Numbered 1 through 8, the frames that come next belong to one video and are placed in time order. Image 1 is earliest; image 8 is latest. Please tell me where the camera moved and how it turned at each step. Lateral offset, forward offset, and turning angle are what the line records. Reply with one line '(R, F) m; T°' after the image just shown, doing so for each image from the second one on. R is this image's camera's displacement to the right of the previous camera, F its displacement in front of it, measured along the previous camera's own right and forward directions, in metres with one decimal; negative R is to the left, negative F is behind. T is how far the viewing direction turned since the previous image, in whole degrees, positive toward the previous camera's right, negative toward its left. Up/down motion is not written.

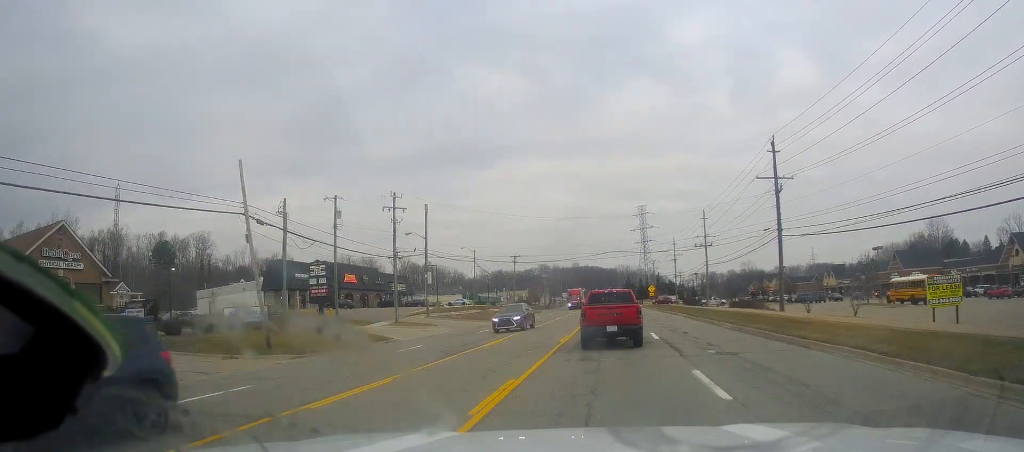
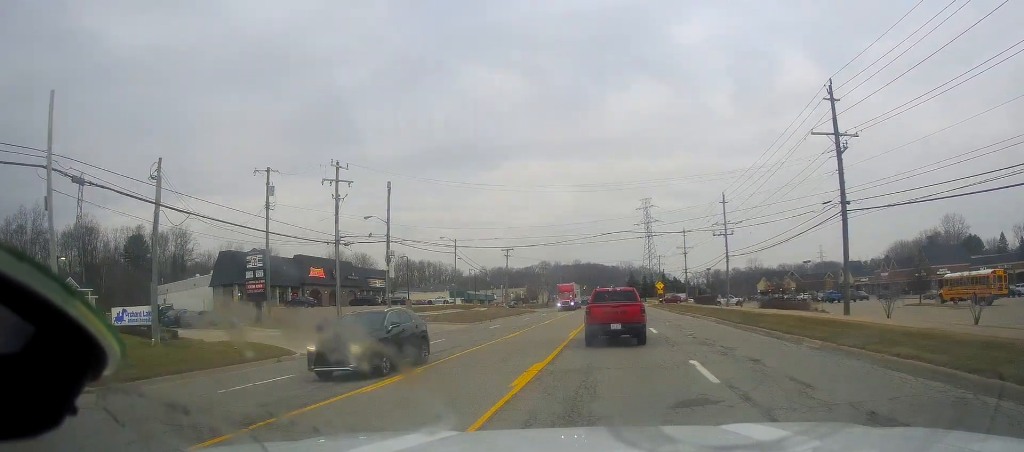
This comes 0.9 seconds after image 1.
(+0.3, +12.5) m; -1°
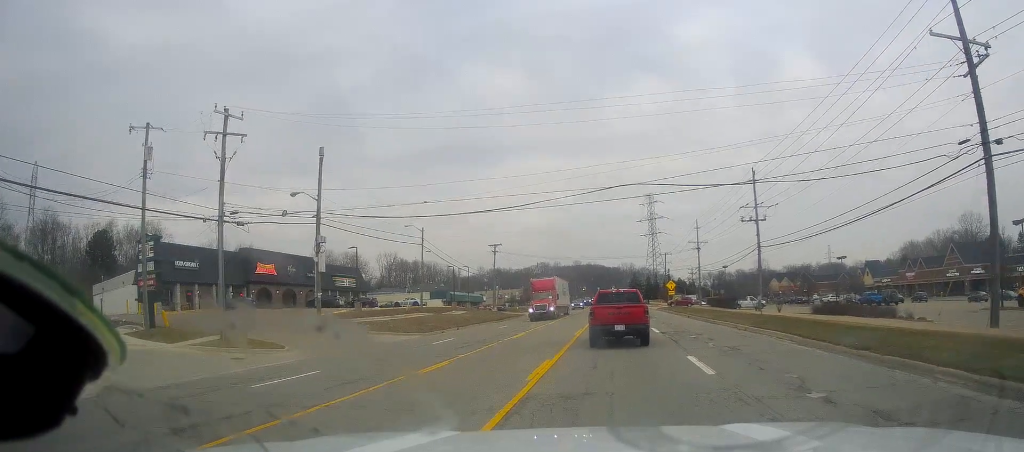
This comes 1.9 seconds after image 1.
(-0.5, +14.2) m; 0°
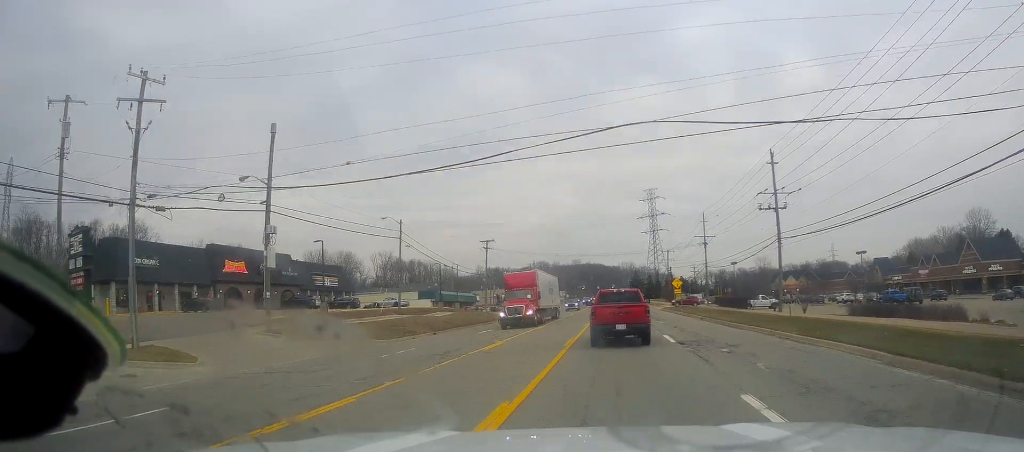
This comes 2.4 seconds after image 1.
(+0.1, +6.7) m; 0°
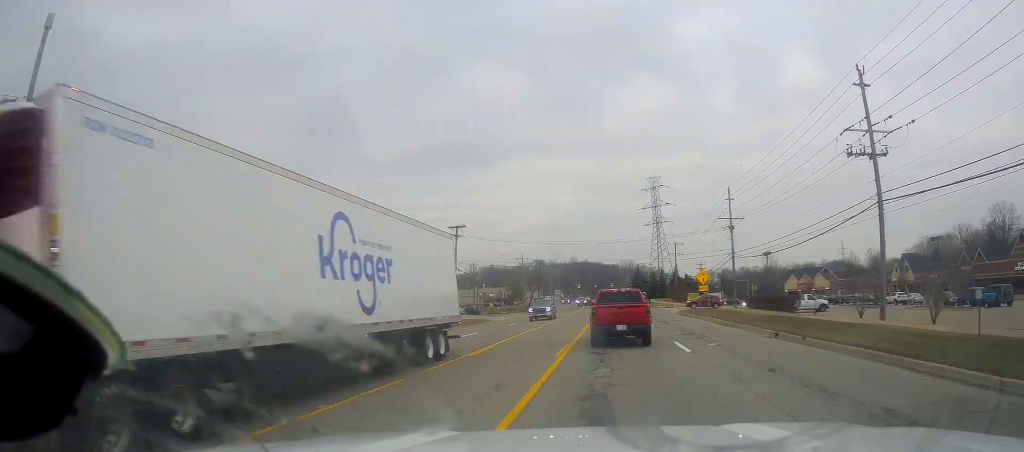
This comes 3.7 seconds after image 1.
(+0.4, +19.0) m; +1°
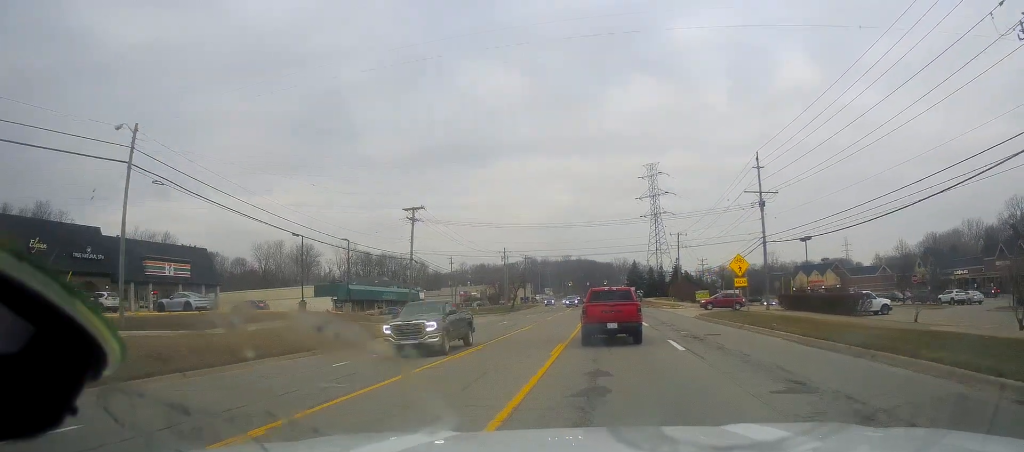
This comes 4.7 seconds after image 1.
(+0.1, +15.8) m; -1°
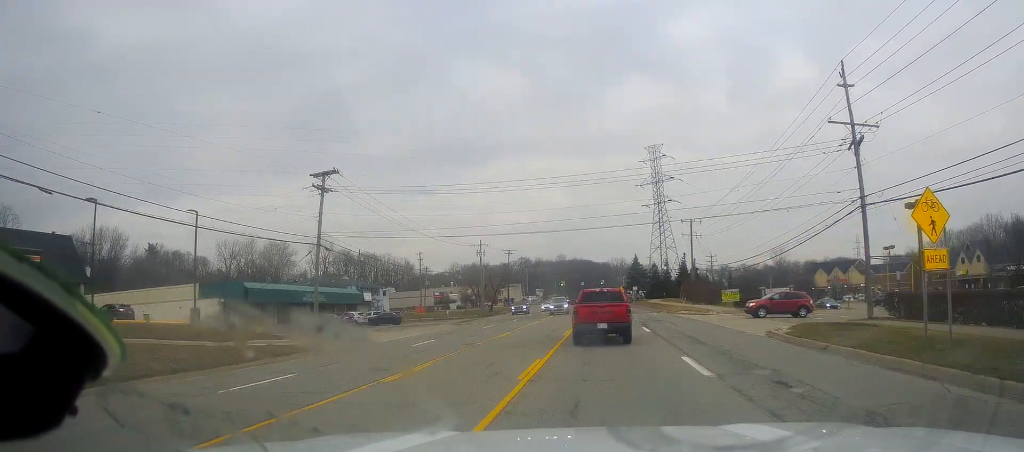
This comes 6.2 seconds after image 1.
(-0.7, +21.1) m; 0°
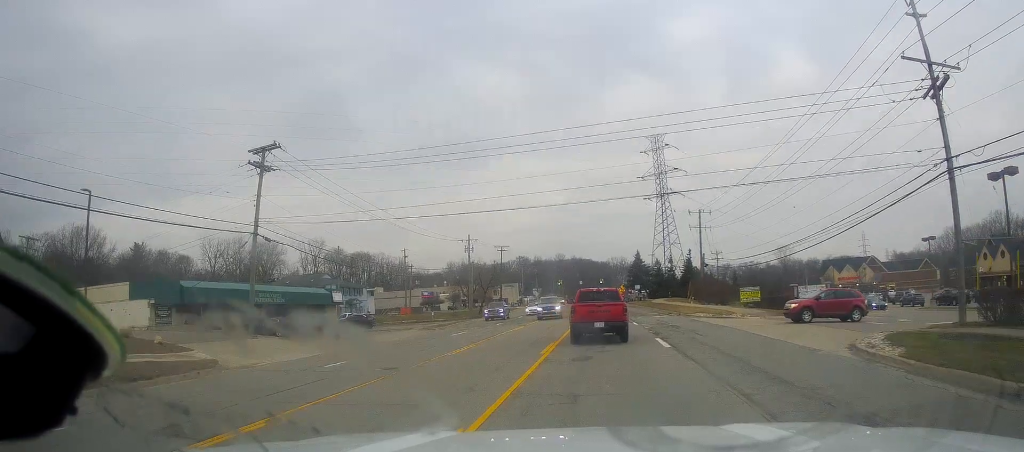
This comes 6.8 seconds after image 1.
(+0.4, +8.8) m; +2°
